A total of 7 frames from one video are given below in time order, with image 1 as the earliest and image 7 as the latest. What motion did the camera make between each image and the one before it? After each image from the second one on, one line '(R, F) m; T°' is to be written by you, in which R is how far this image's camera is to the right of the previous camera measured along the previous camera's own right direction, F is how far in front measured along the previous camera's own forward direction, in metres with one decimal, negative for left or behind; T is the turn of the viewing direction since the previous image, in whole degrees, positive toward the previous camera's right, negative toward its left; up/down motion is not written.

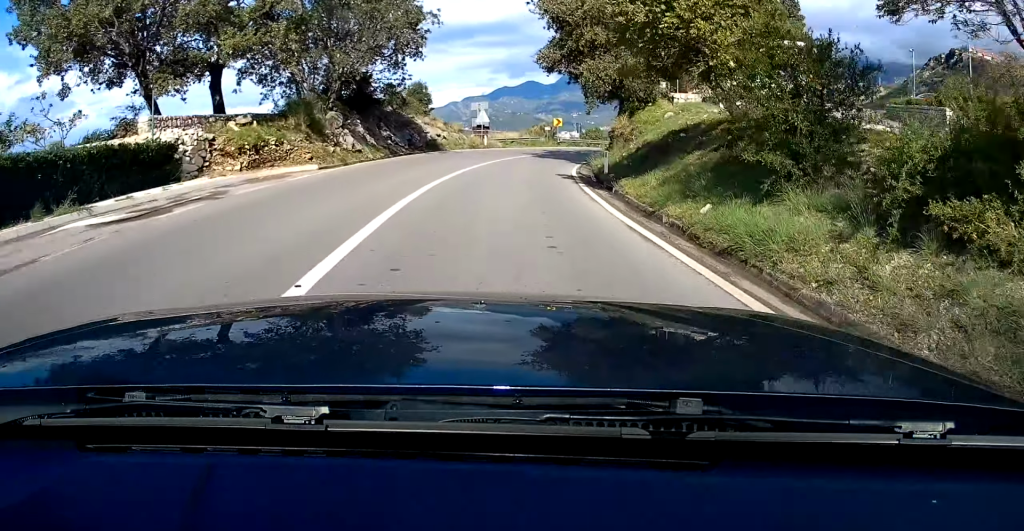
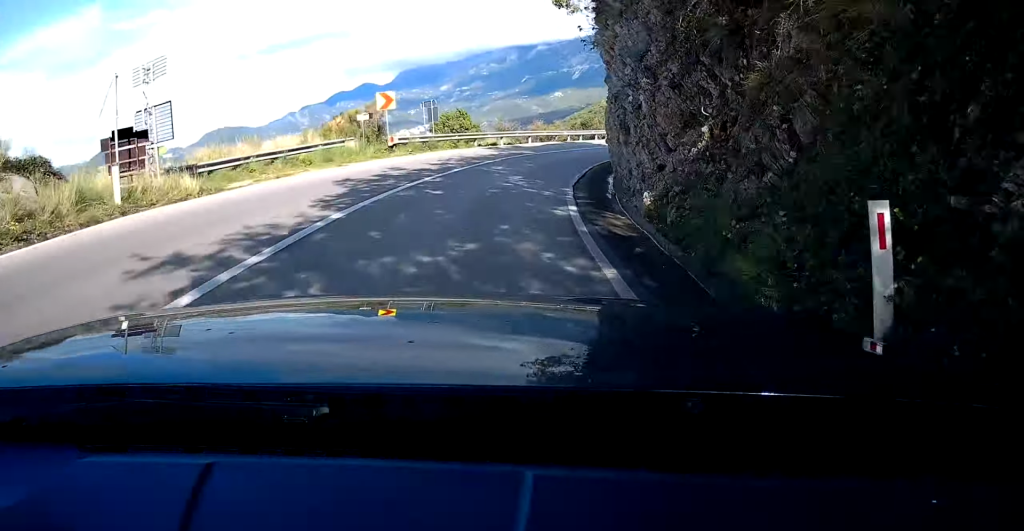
(+2.4, +35.7) m; +16°
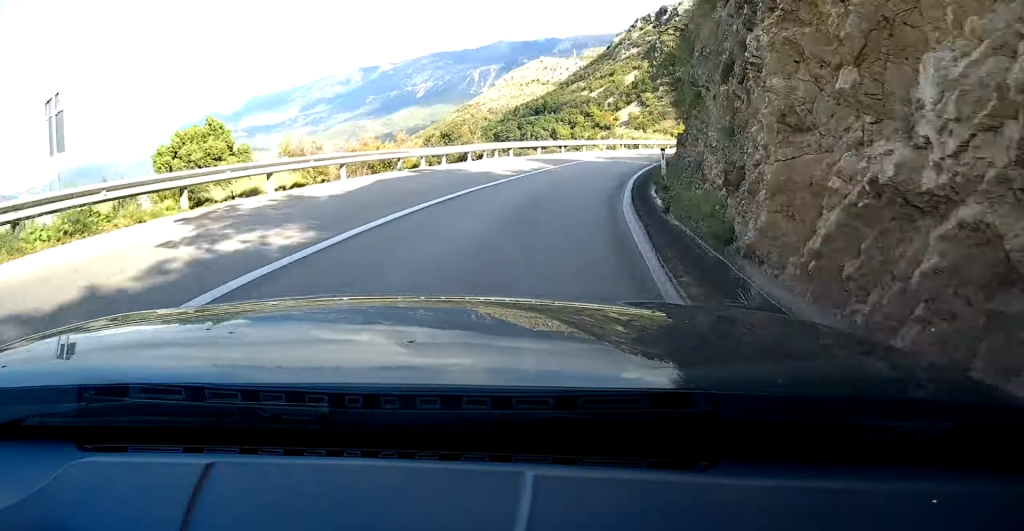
(+3.7, +21.2) m; +14°
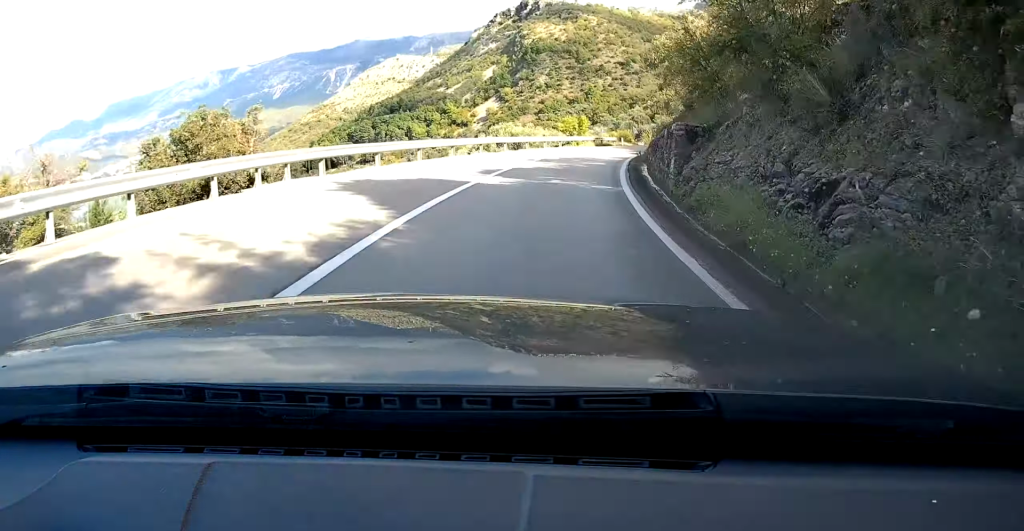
(+0.3, +16.7) m; +11°
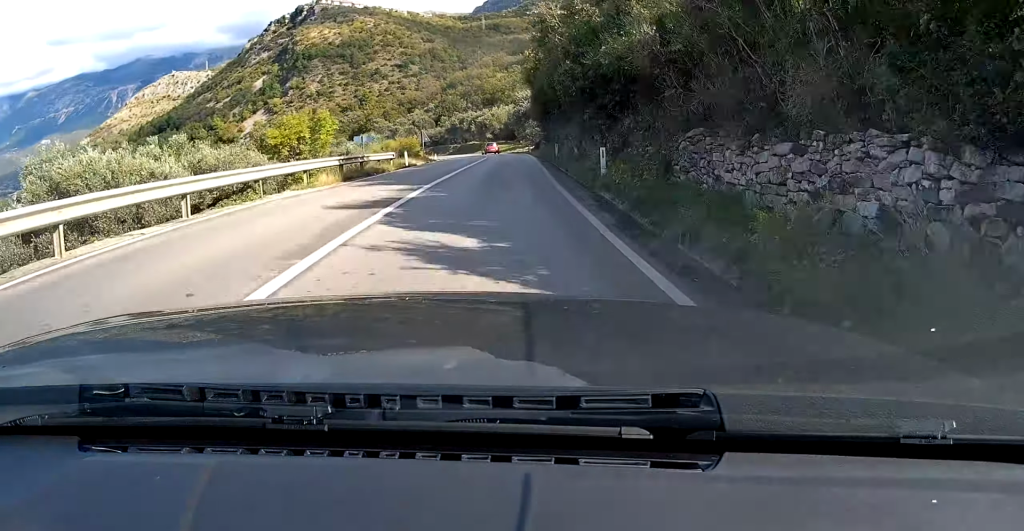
(+7.2, +35.8) m; +16°
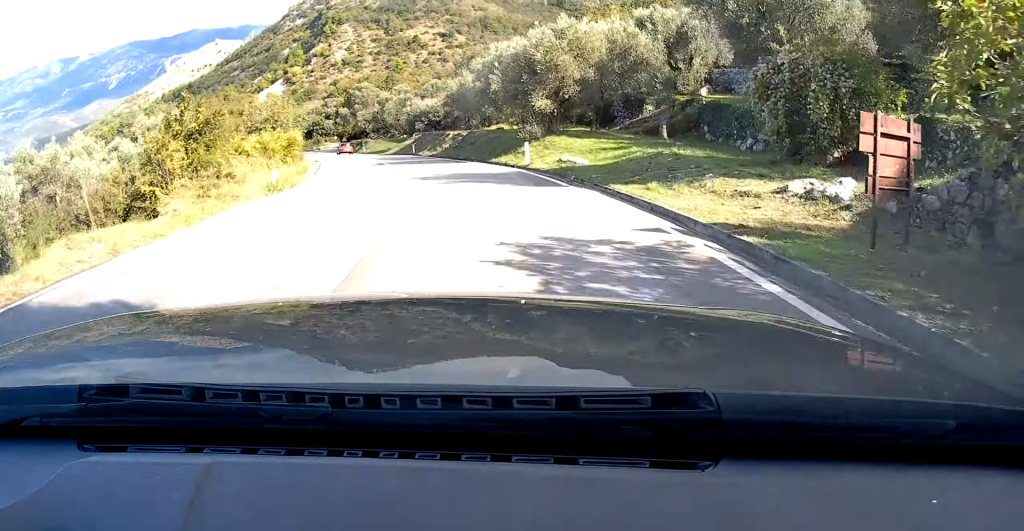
(+1.7, +73.2) m; -8°
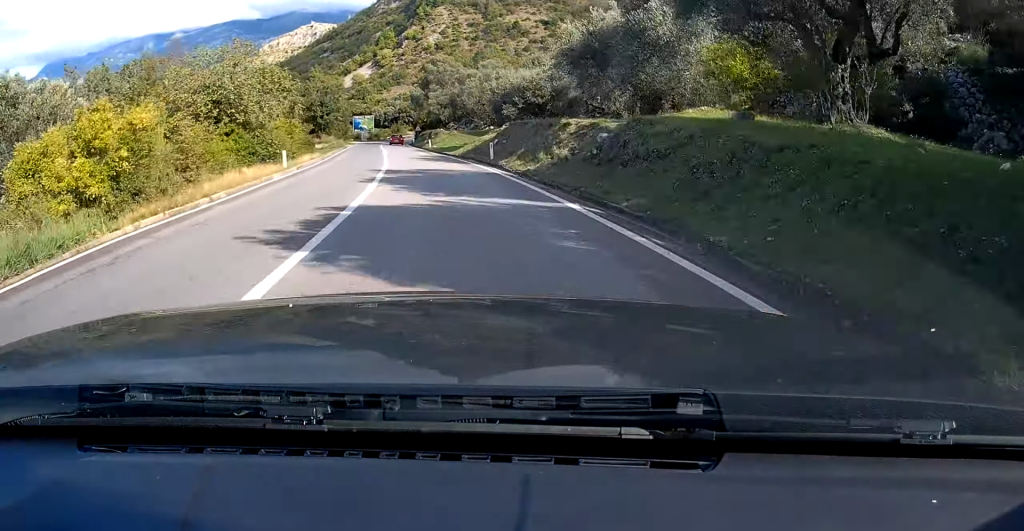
(-2.0, +27.9) m; -8°
